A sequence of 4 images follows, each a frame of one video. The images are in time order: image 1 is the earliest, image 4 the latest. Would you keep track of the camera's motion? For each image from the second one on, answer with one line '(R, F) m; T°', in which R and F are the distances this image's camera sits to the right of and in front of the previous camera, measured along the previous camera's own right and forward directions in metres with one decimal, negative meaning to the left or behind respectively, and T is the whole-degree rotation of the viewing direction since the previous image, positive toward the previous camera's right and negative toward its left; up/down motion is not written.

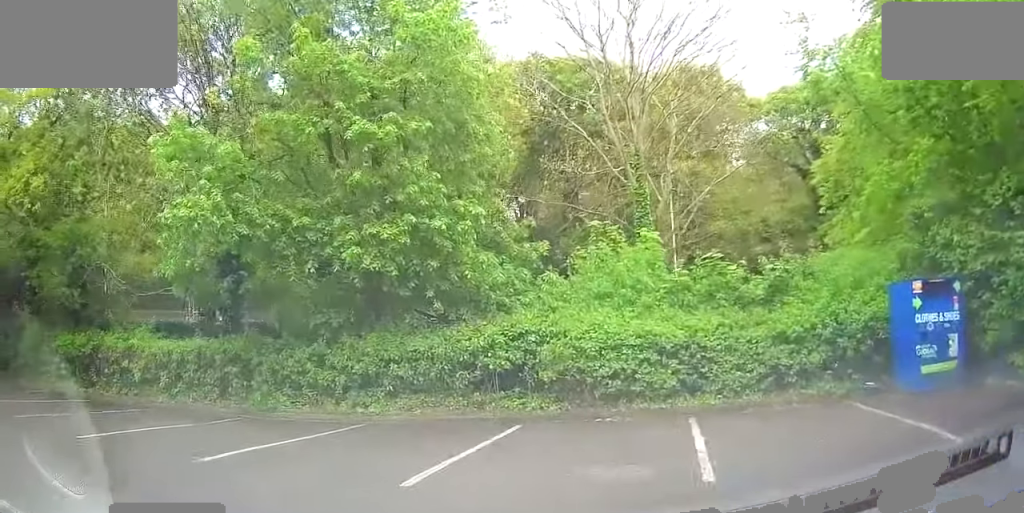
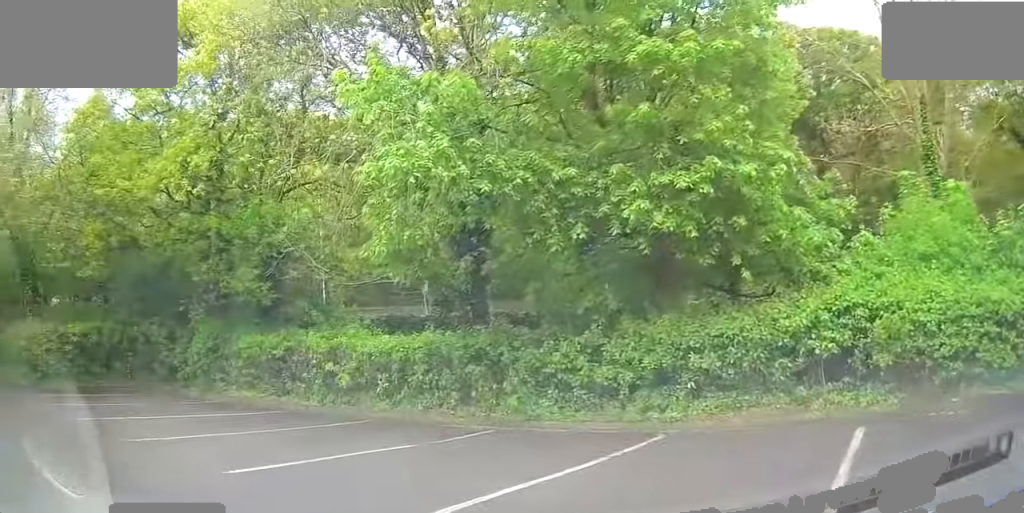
(-0.1, +2.7) m; -8°
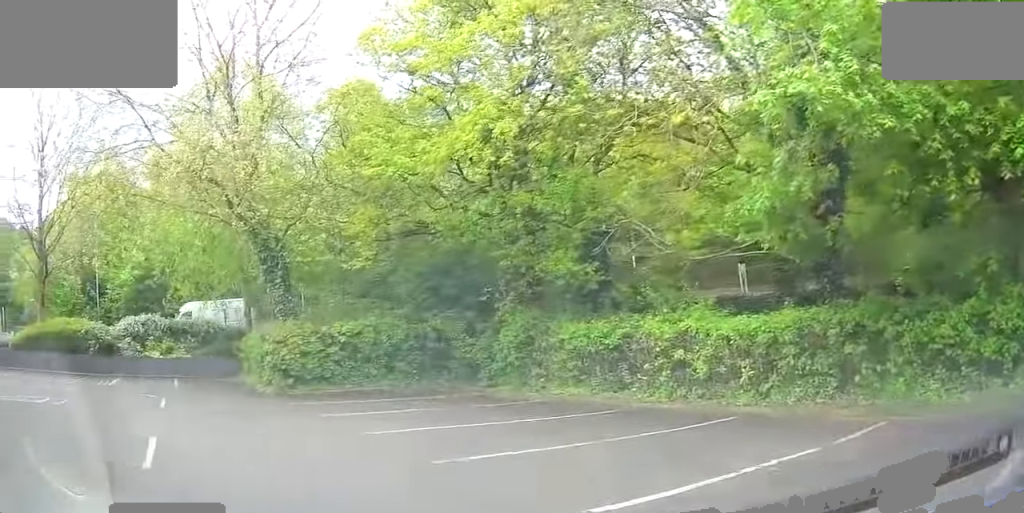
(-0.2, +2.4) m; -8°
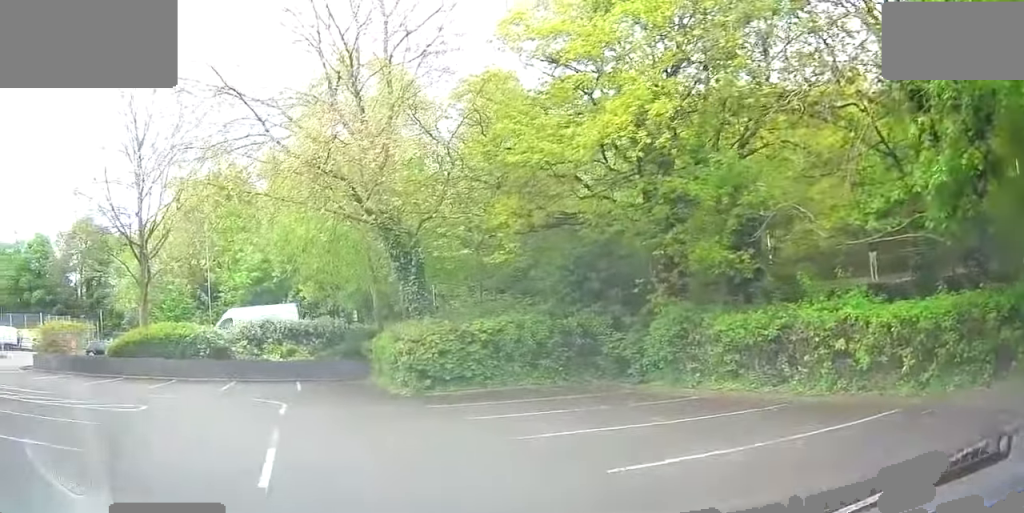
(-0.1, +1.1) m; 0°
